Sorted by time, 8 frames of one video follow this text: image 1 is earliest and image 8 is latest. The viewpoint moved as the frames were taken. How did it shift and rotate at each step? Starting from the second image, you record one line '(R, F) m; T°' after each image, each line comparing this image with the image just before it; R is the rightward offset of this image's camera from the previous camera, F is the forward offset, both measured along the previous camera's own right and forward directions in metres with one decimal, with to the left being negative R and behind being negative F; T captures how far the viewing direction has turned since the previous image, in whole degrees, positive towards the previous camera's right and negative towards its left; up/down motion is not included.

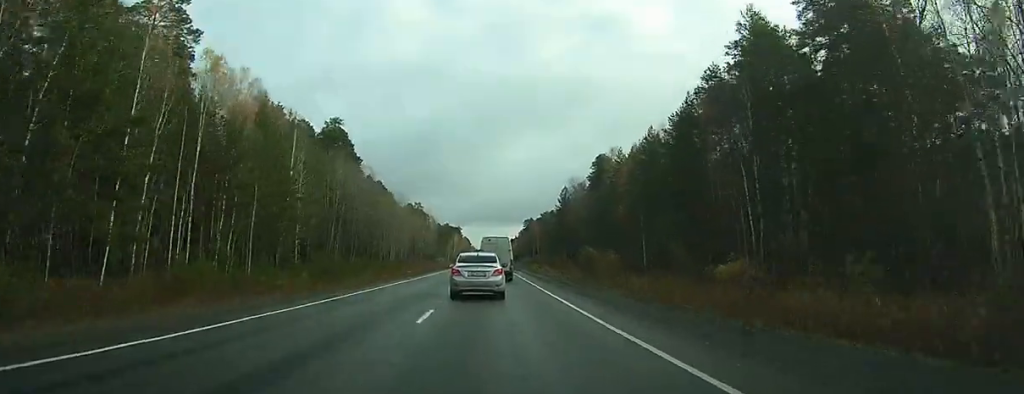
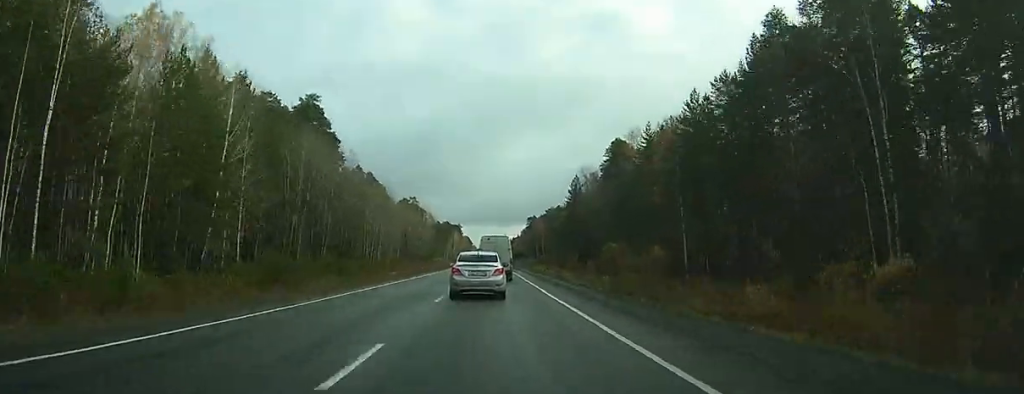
(0.0, +18.3) m; 0°
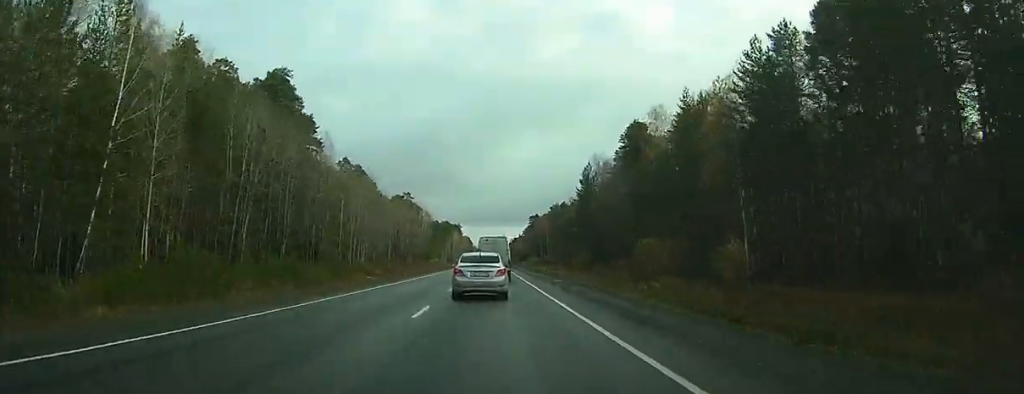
(0.0, +17.6) m; 0°
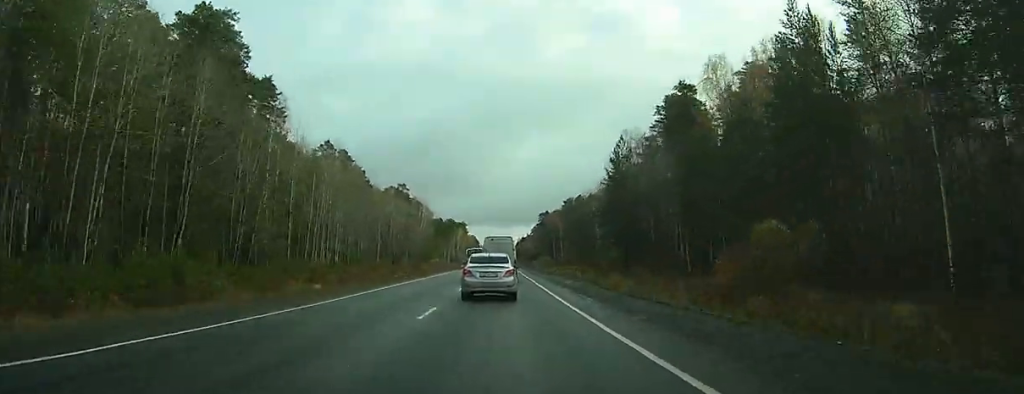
(0.0, +25.6) m; 0°
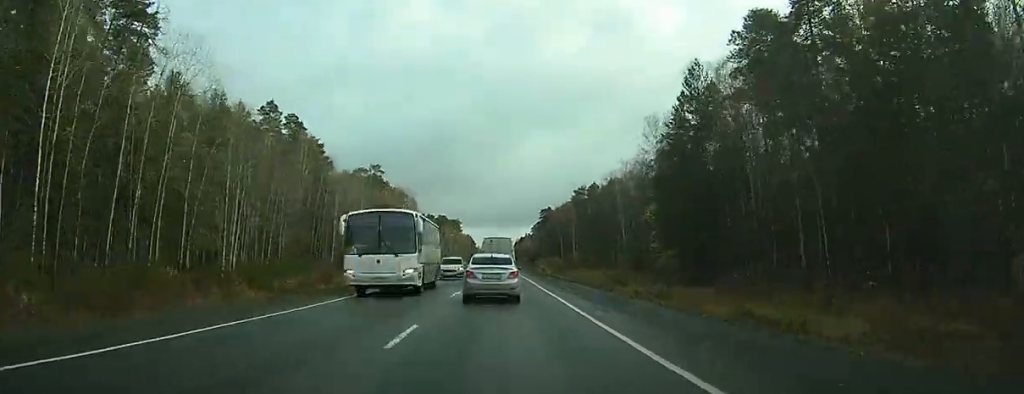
(0.0, +36.9) m; 0°
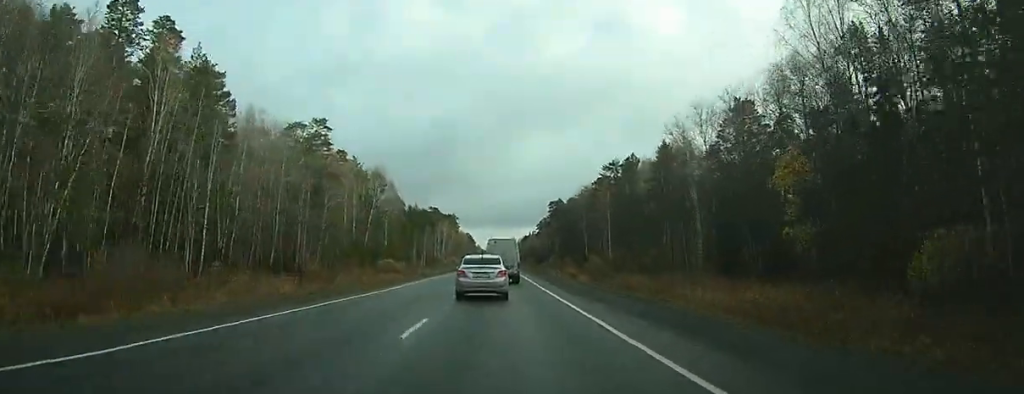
(+0.1, +46.5) m; 0°
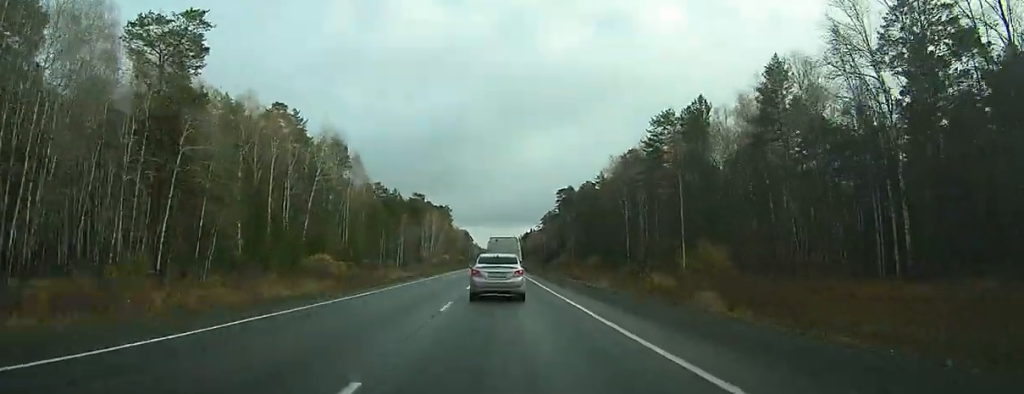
(+0.3, +40.3) m; +2°
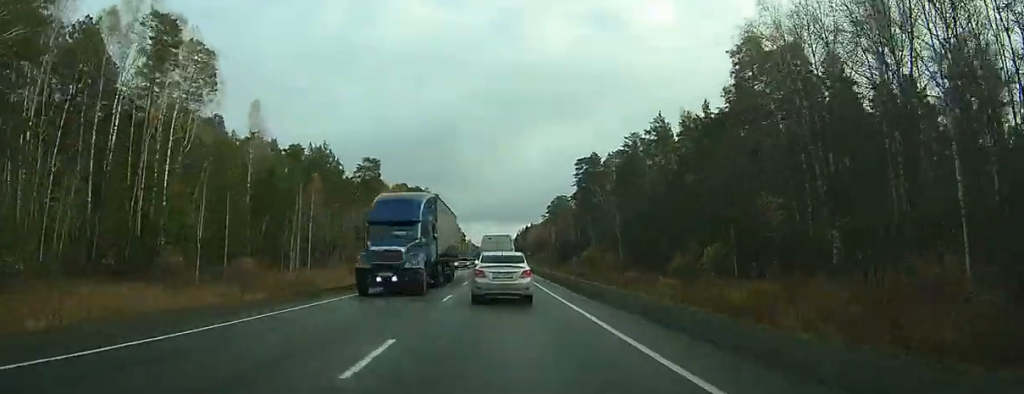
(-0.8, +69.0) m; -7°
